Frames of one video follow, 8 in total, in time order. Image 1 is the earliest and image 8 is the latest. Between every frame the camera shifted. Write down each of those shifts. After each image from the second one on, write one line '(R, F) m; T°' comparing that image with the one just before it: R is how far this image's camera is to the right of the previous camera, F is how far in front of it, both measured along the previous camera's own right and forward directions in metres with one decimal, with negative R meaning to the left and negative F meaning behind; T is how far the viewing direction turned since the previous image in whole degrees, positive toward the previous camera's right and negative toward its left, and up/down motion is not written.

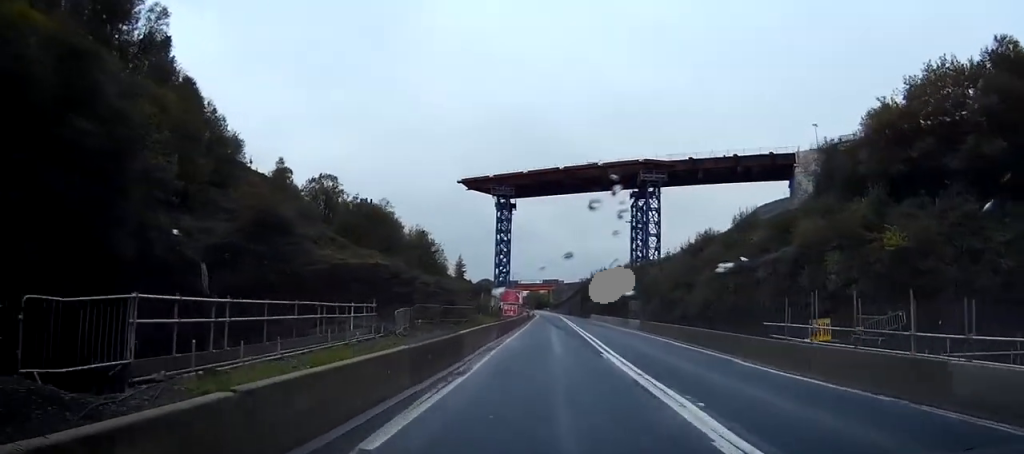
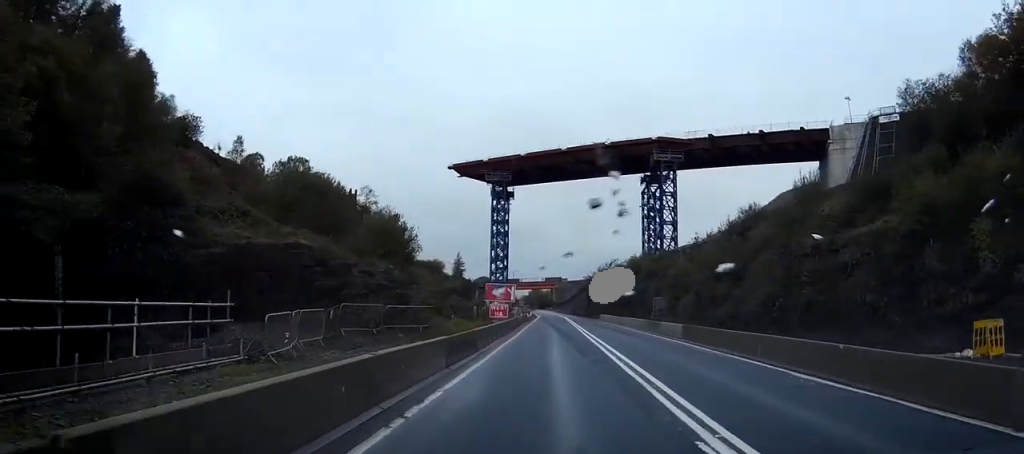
(+0.1, +13.8) m; +1°
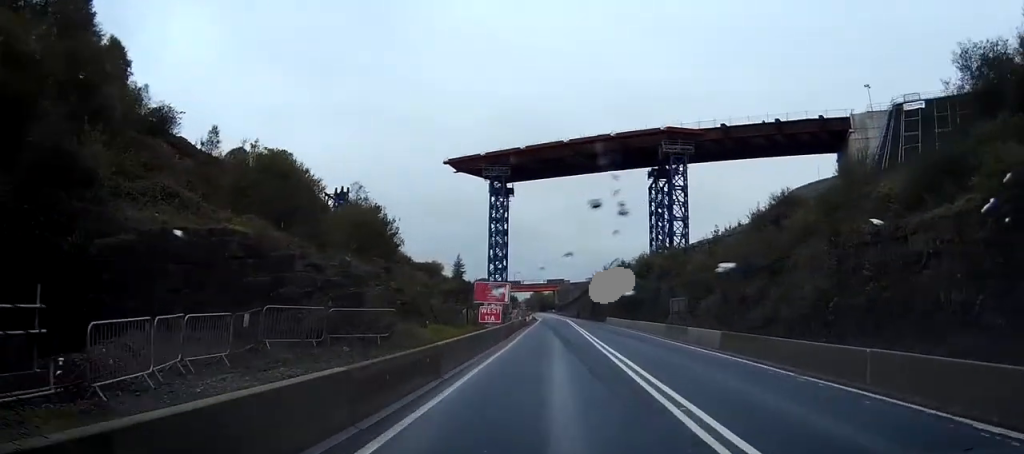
(+0.1, +6.9) m; 0°
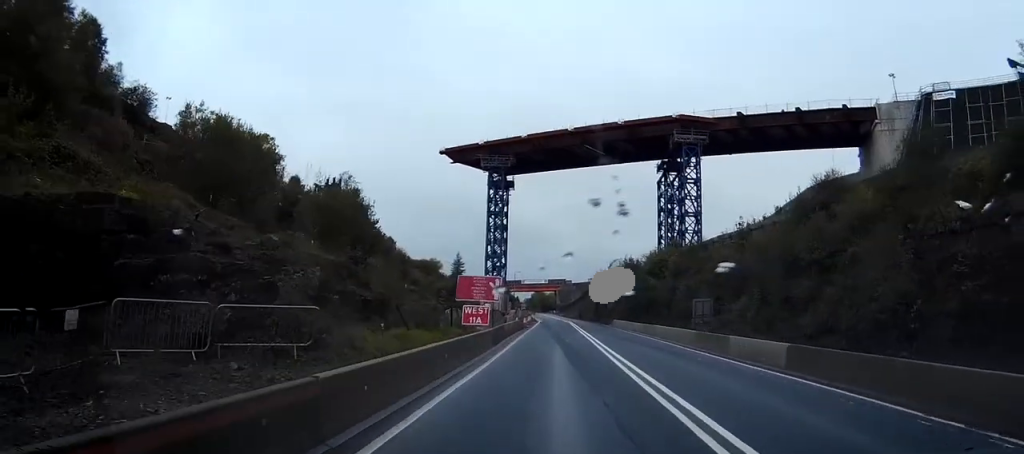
(+0.1, +7.0) m; 0°
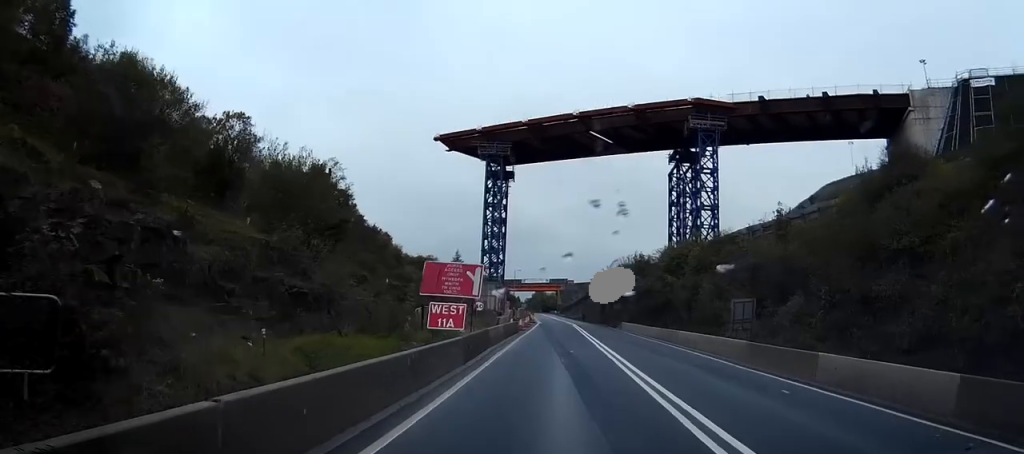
(0.0, +8.2) m; 0°
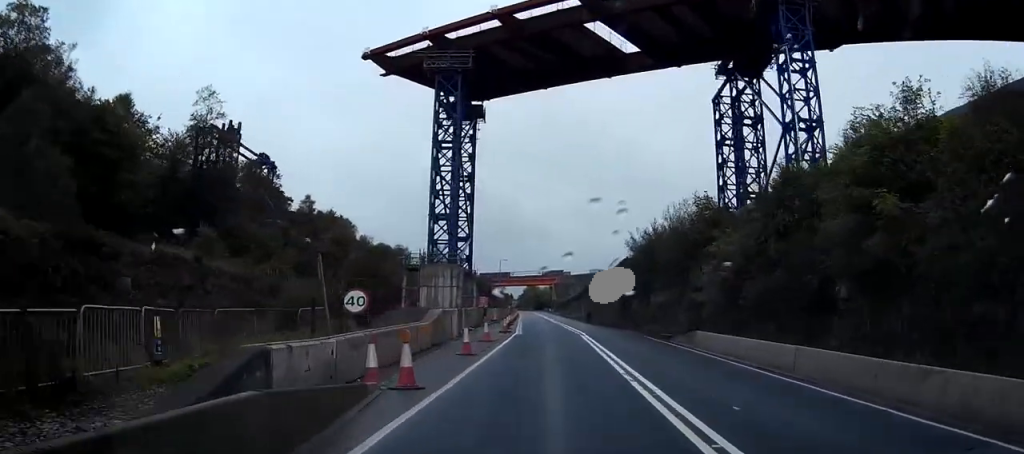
(+0.1, +34.8) m; +1°
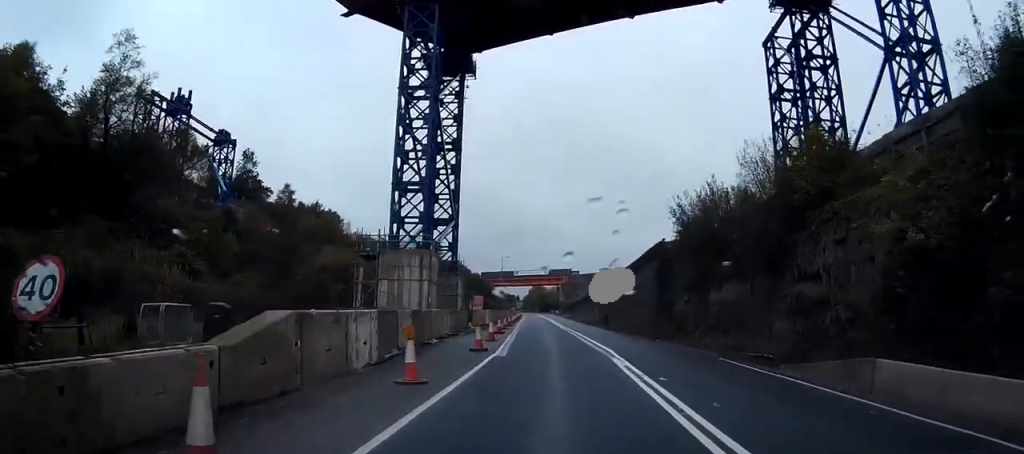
(+0.2, +15.8) m; +1°
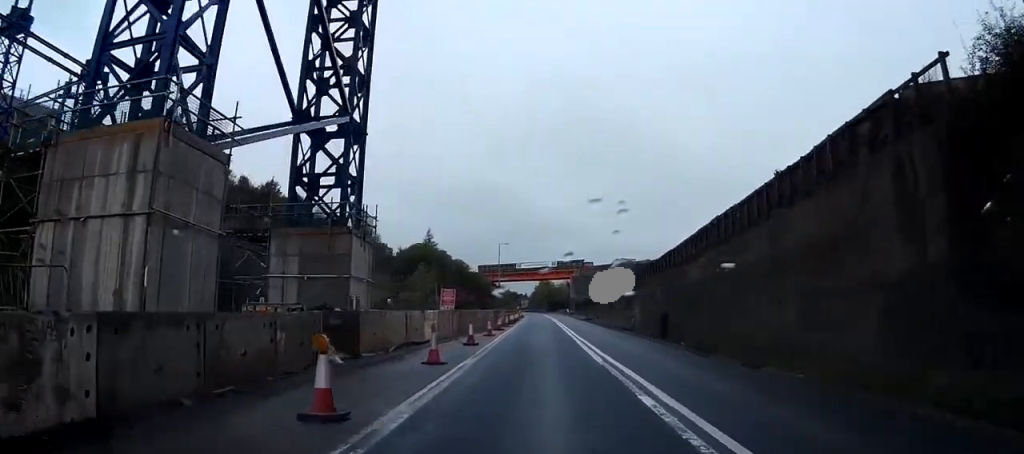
(+0.3, +30.6) m; 0°
